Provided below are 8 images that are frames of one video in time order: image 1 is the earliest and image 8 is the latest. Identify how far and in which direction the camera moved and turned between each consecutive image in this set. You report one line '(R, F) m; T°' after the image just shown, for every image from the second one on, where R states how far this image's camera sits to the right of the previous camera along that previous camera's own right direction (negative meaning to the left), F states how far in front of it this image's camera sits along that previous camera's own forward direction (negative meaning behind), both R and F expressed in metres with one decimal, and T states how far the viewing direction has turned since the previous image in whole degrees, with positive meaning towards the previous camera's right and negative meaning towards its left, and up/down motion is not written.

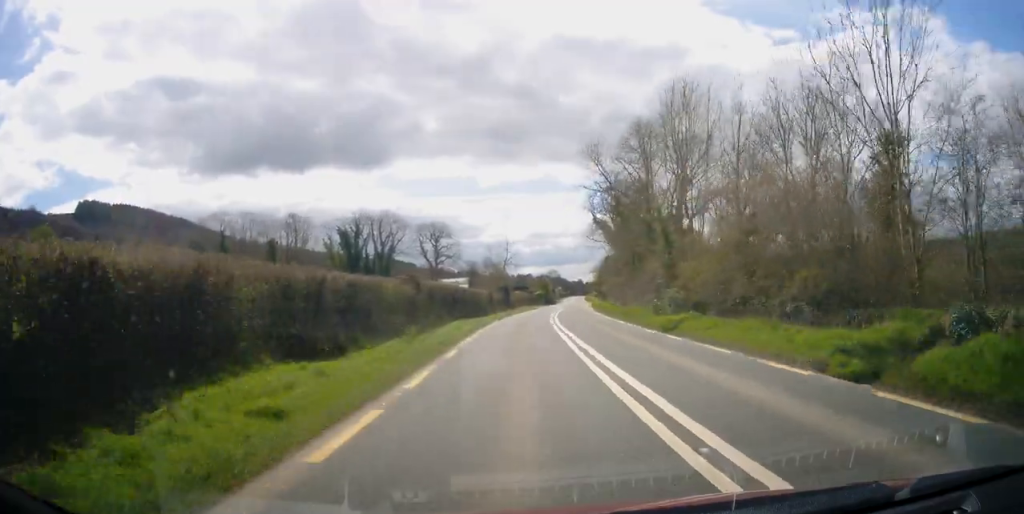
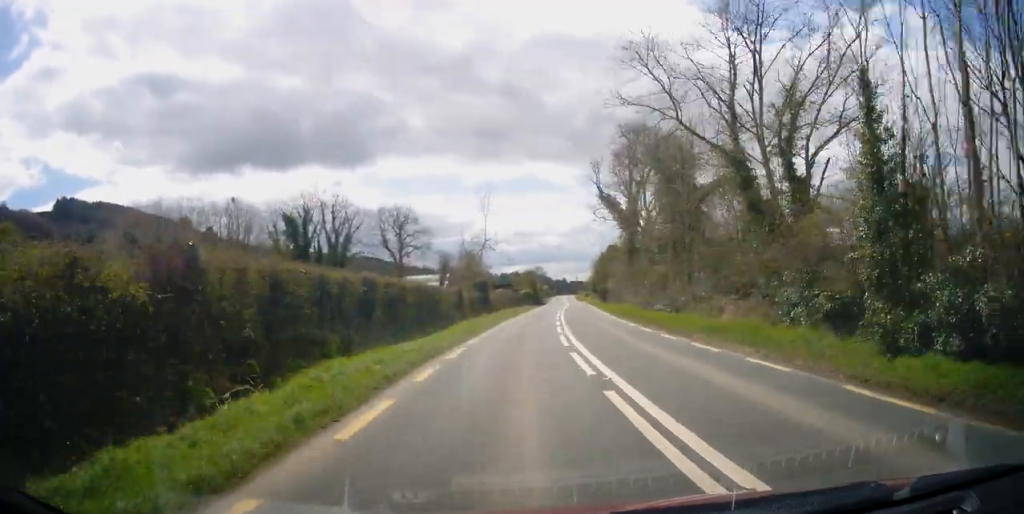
(-0.6, +19.3) m; -1°
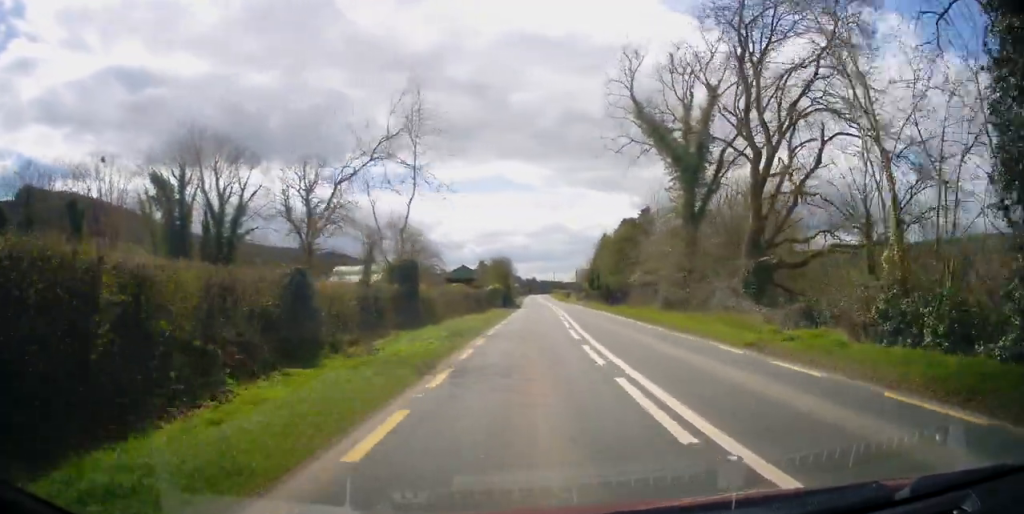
(+0.5, +29.1) m; +2°
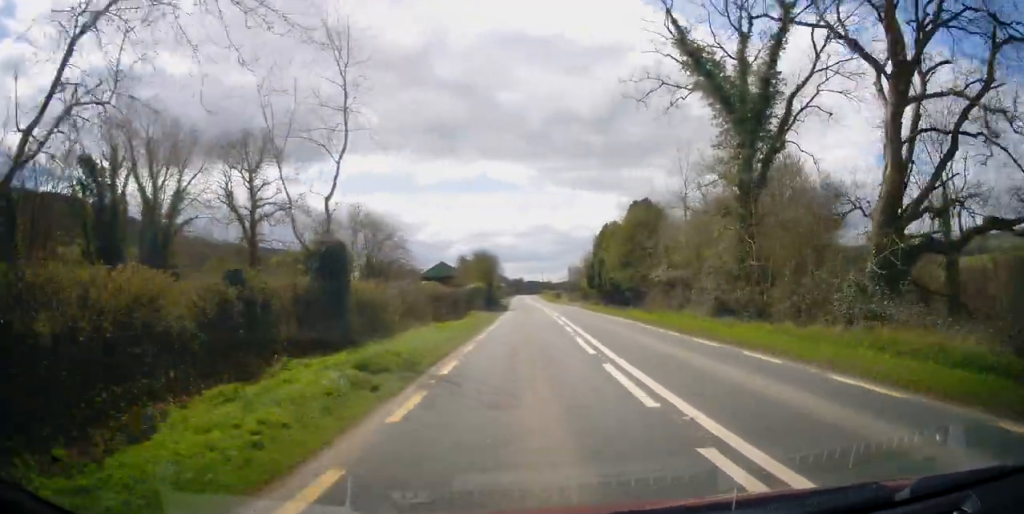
(+0.1, +10.4) m; +1°
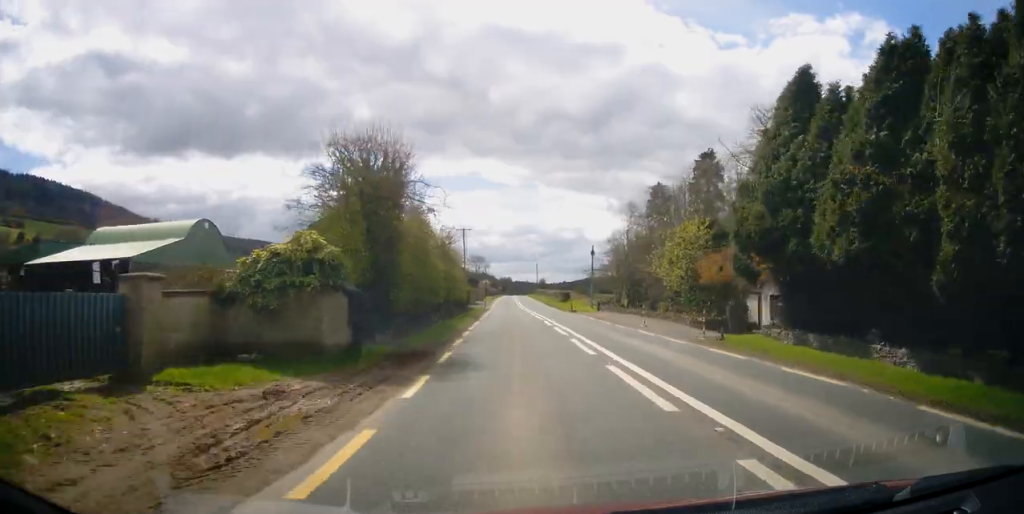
(+1.4, +42.4) m; +3°
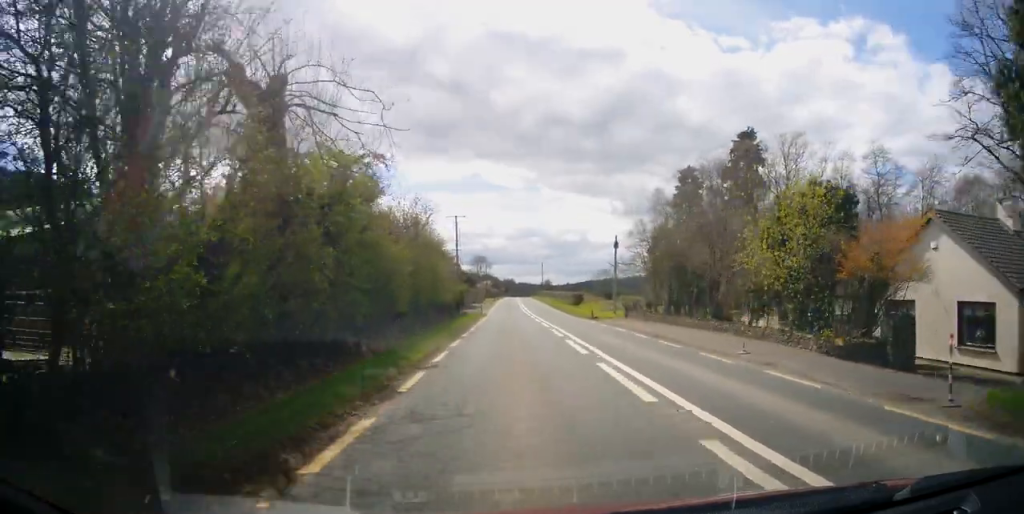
(0.0, +11.1) m; 0°
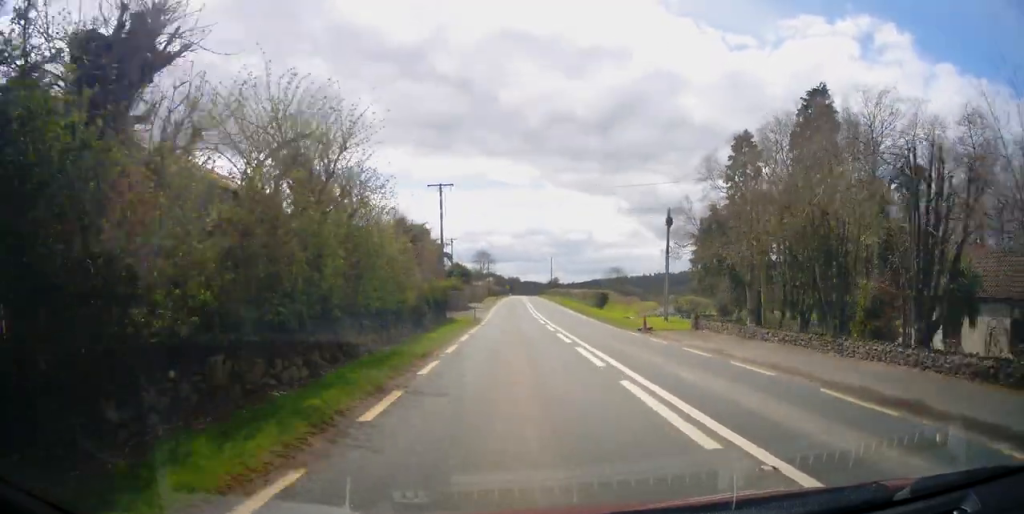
(+0.1, +14.0) m; 0°
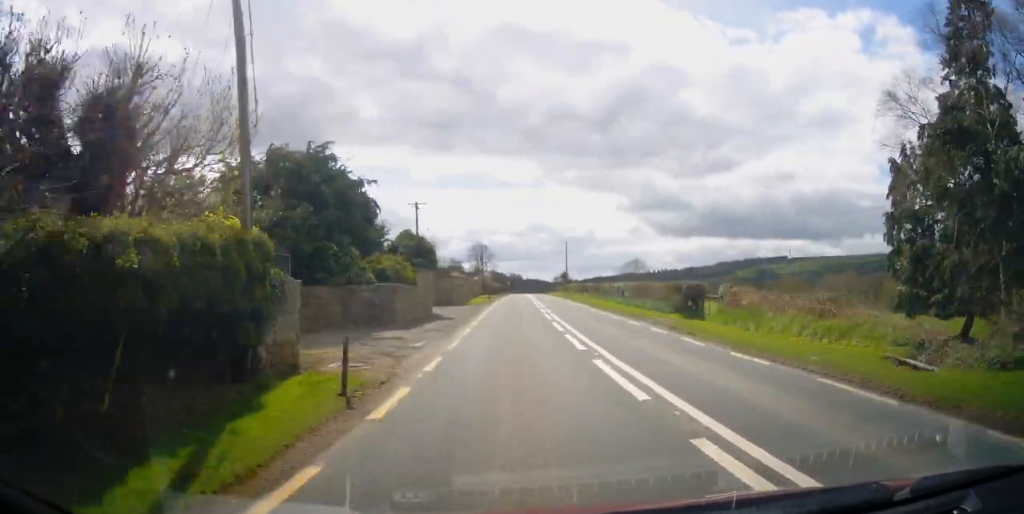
(-0.3, +27.6) m; -1°
